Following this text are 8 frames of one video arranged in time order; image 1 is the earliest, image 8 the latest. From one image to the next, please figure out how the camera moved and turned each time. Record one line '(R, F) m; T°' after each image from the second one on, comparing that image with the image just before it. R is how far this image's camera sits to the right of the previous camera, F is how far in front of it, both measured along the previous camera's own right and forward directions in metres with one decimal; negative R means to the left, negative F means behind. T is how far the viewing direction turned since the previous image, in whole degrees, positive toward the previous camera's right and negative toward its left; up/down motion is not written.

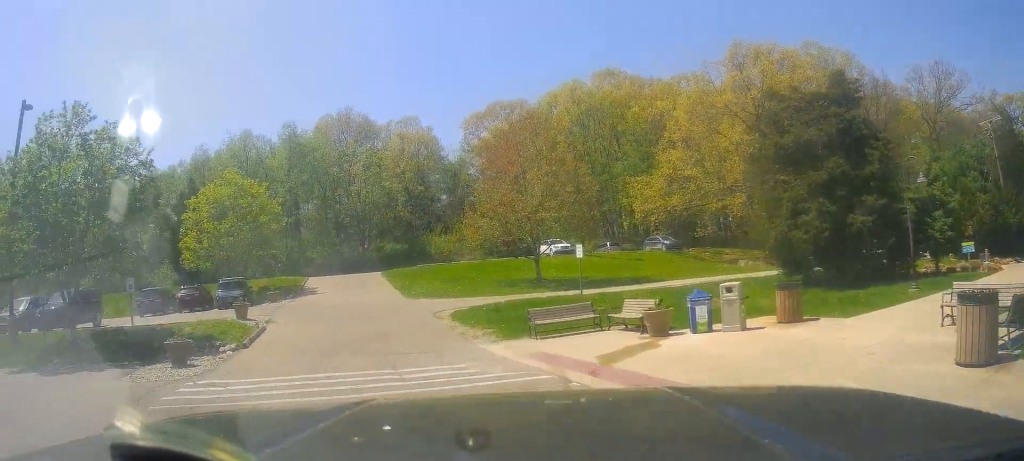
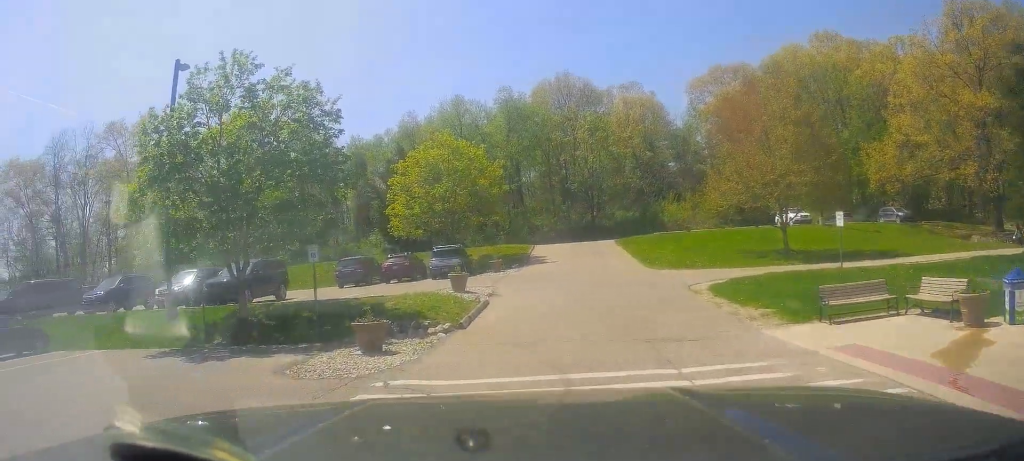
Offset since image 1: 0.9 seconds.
(-0.6, +3.5) m; -22°
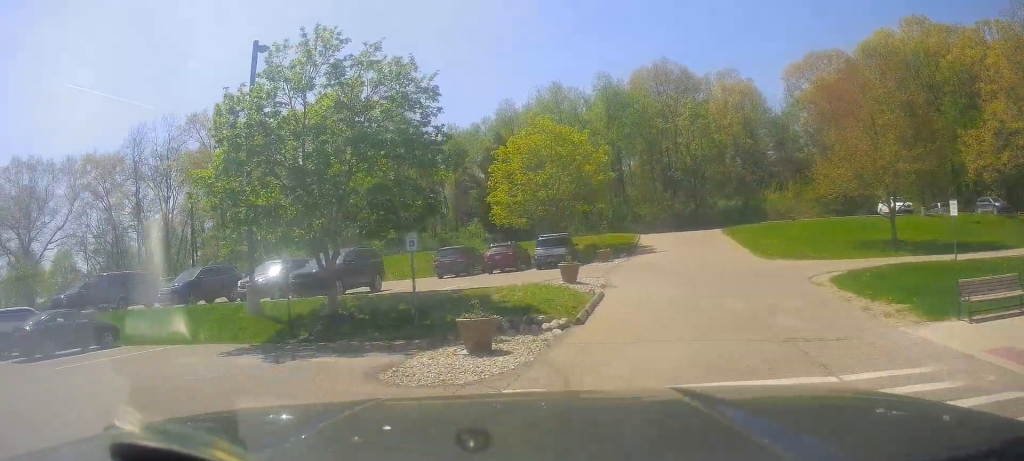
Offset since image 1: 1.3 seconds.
(-0.2, +1.4) m; -10°
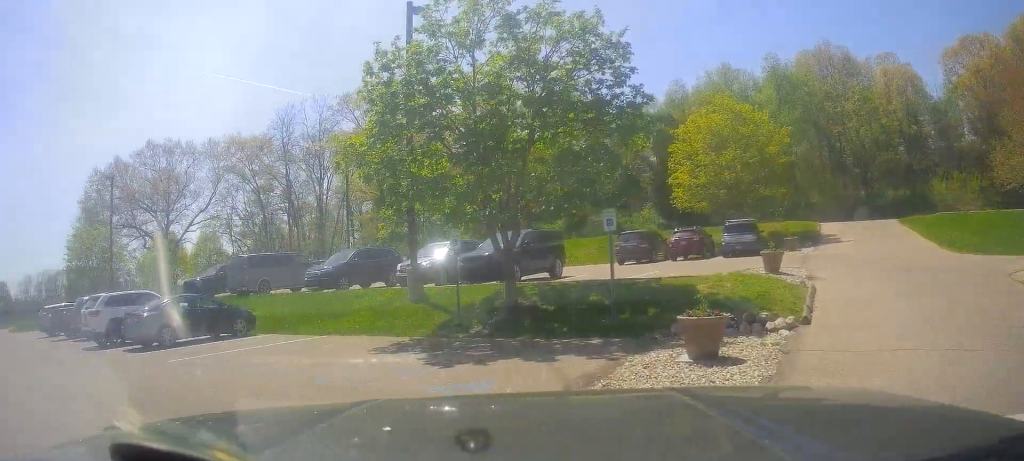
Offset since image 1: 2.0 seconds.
(-0.3, +2.4) m; -12°
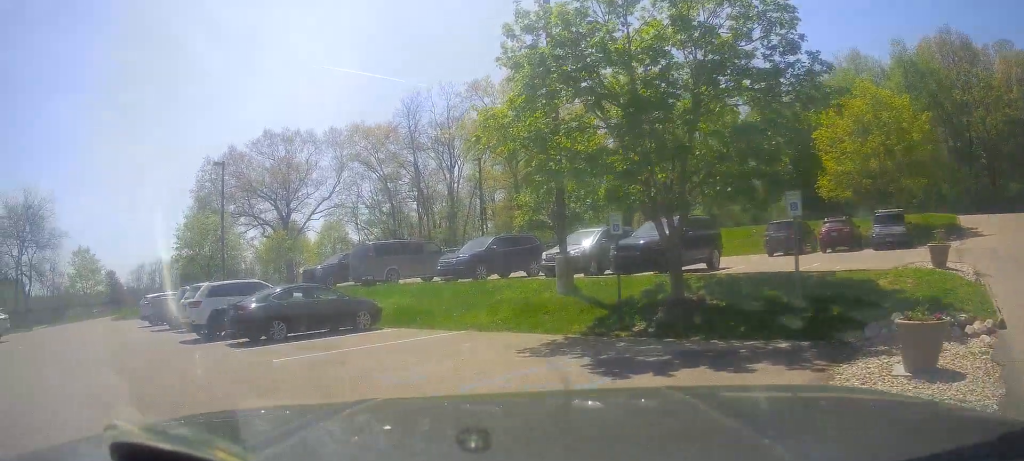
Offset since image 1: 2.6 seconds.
(0.0, +2.1) m; -9°
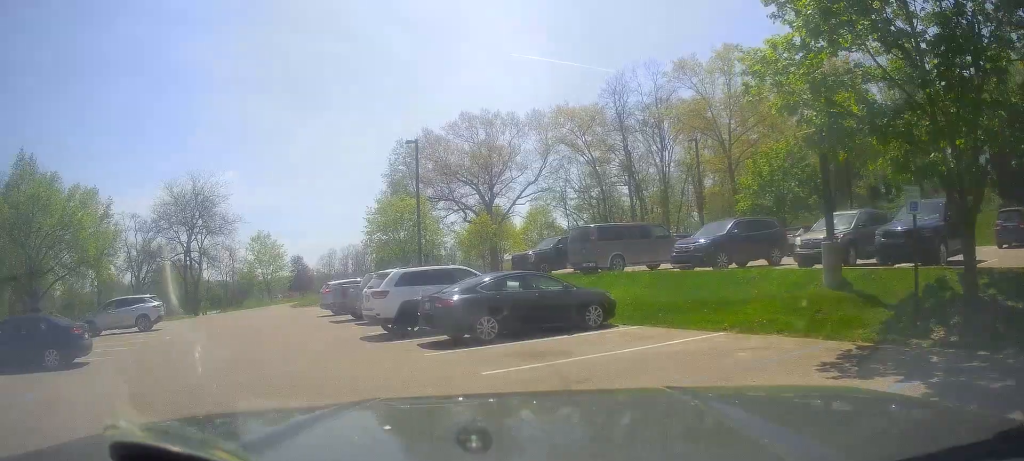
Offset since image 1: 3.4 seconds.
(-0.5, +2.5) m; -18°
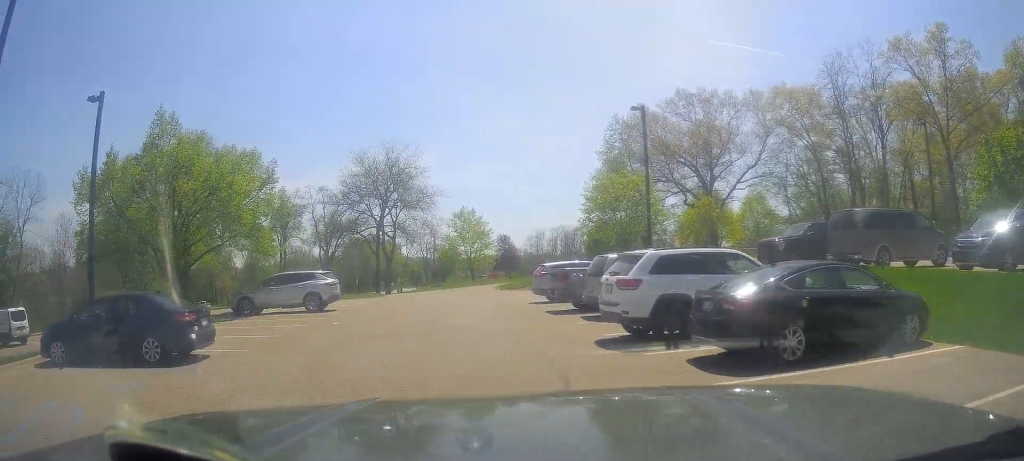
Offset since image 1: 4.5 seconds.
(-0.5, +3.0) m; -34°
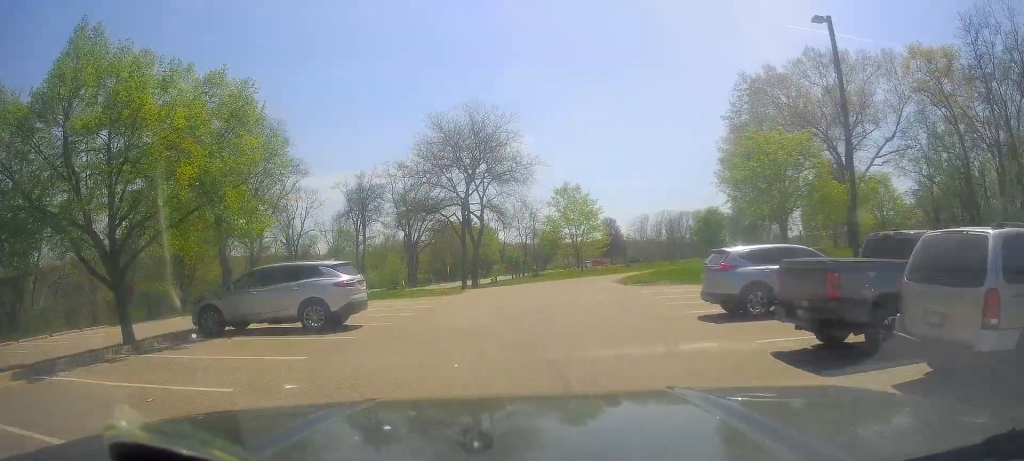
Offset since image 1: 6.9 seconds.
(-1.7, +9.0) m; -5°
